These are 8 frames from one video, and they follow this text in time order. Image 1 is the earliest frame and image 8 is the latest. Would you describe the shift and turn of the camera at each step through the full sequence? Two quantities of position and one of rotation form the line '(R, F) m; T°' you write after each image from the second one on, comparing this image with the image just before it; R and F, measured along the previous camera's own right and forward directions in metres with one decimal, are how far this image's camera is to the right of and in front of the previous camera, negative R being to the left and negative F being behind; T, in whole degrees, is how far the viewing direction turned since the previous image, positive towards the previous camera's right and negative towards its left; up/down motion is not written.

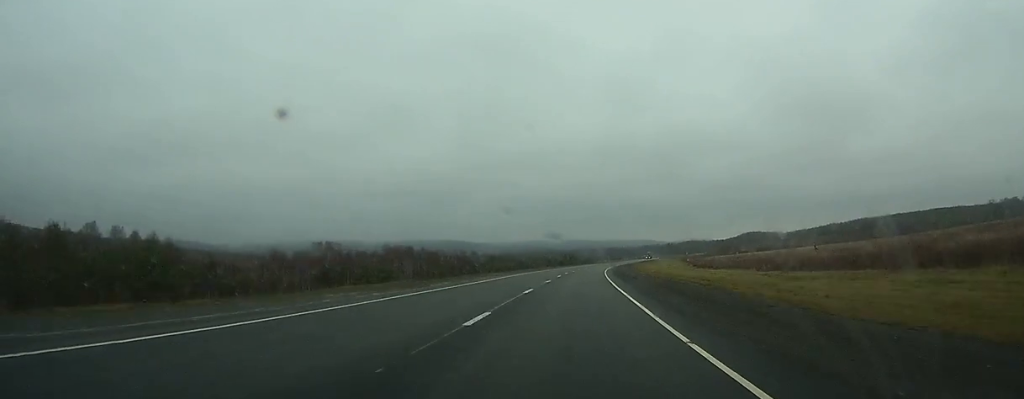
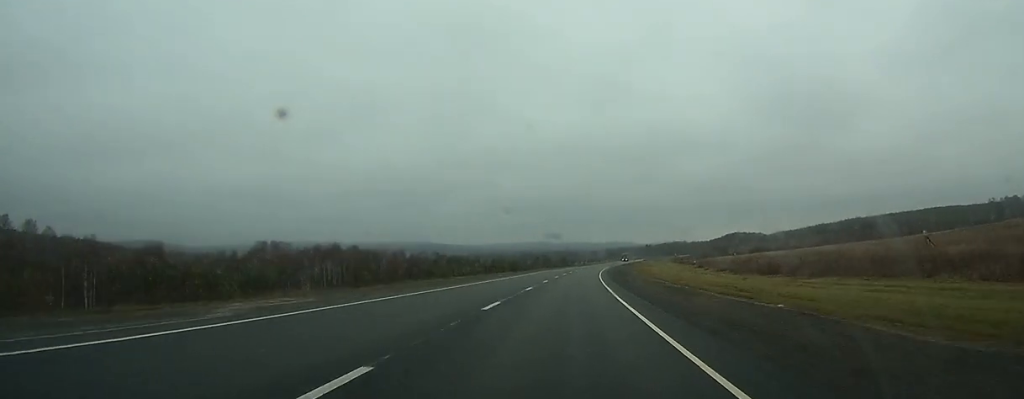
(+1.2, +45.5) m; +2°
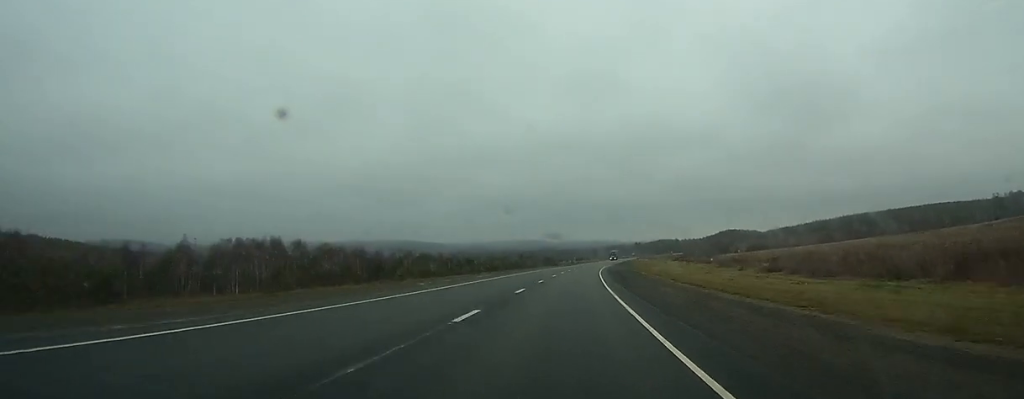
(+0.4, +28.0) m; +1°
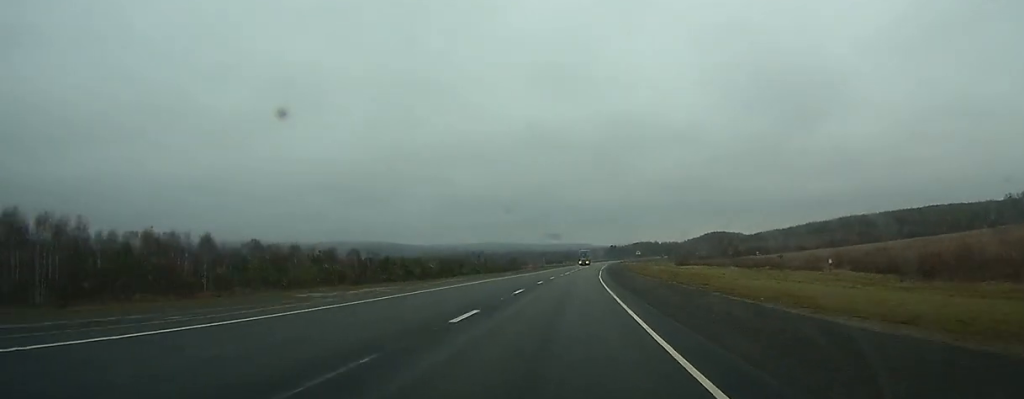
(+1.5, +60.4) m; +3°
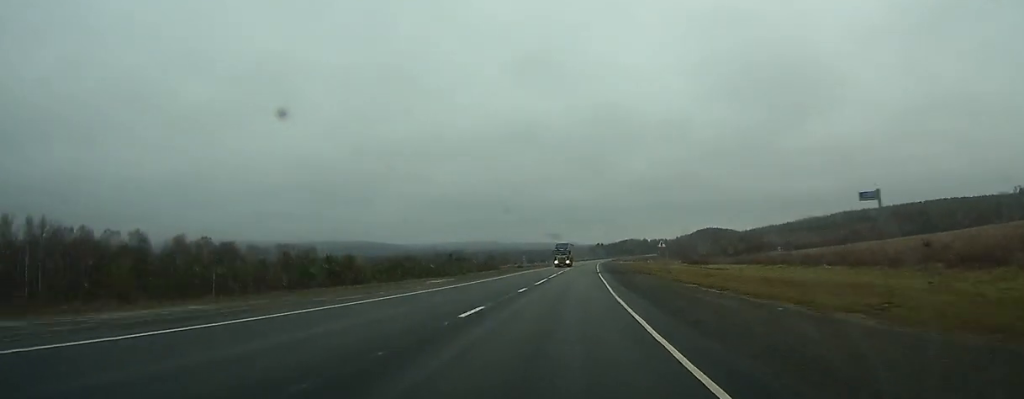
(+0.4, +34.3) m; +2°
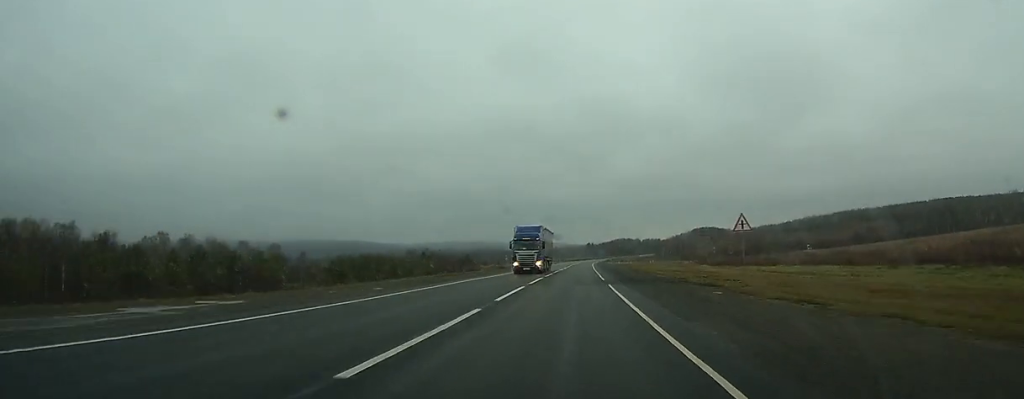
(+0.4, +26.7) m; +1°
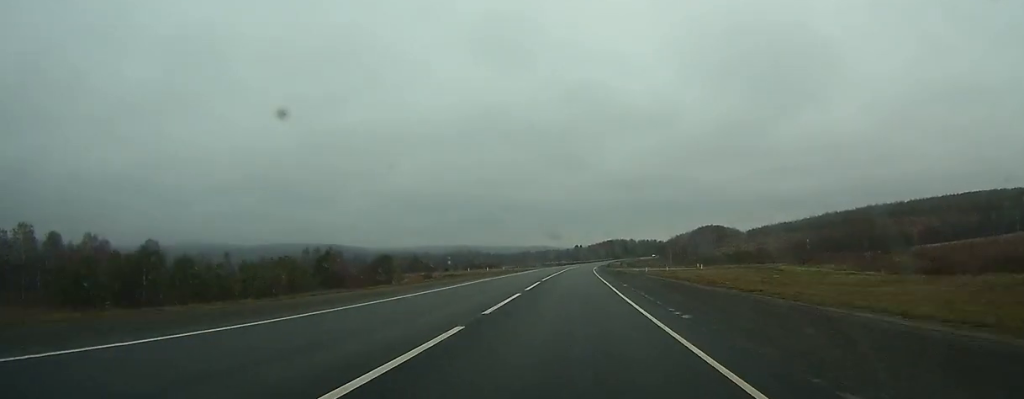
(+1.2, +72.3) m; +1°
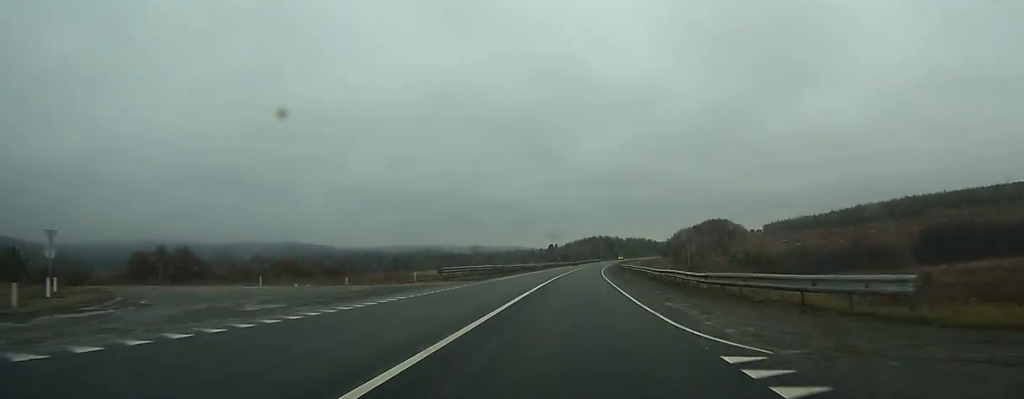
(+1.3, +92.6) m; +2°
